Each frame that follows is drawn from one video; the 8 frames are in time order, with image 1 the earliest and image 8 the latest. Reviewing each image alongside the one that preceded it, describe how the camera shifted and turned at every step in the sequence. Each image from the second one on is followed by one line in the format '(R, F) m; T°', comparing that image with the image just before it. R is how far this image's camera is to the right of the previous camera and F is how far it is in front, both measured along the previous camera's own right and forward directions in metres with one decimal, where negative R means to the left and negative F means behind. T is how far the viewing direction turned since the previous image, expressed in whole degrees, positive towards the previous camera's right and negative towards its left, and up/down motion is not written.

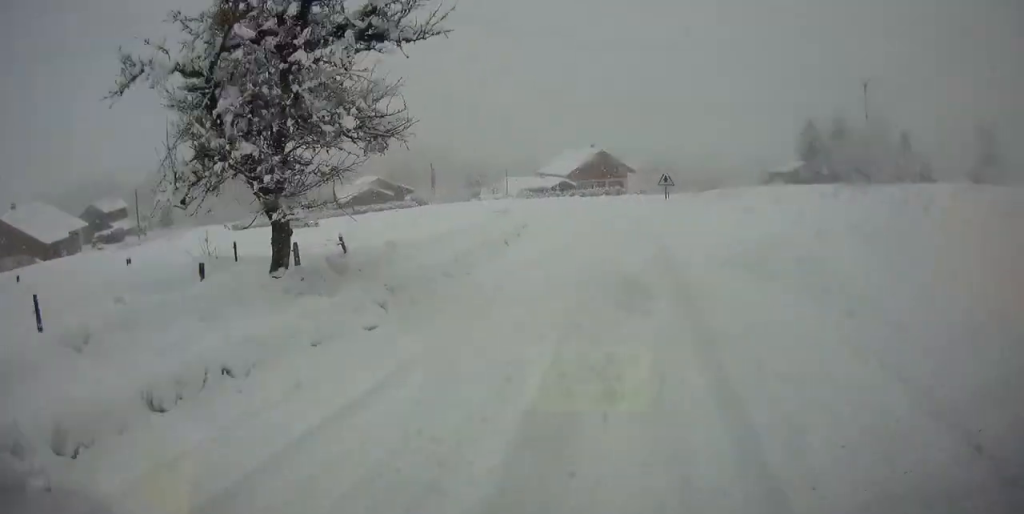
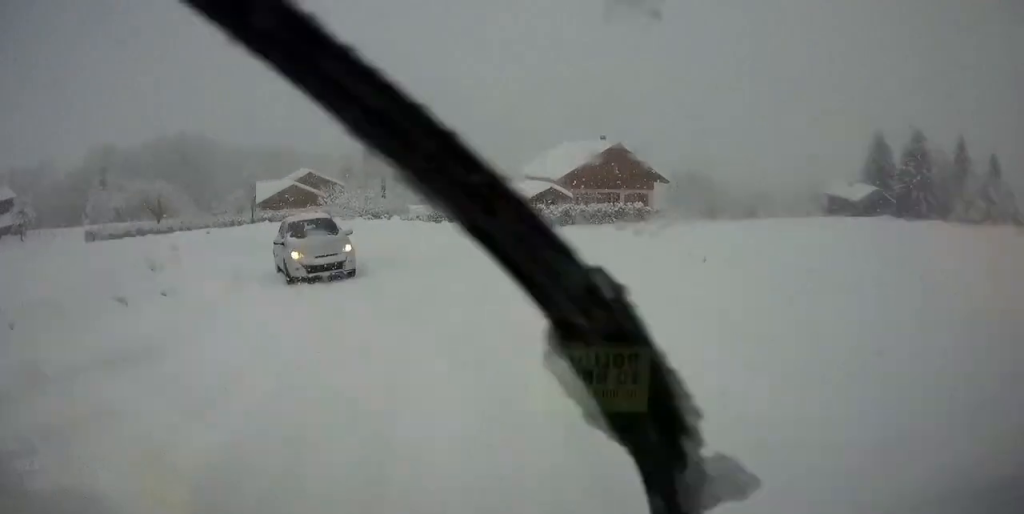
(-2.3, +31.6) m; -27°
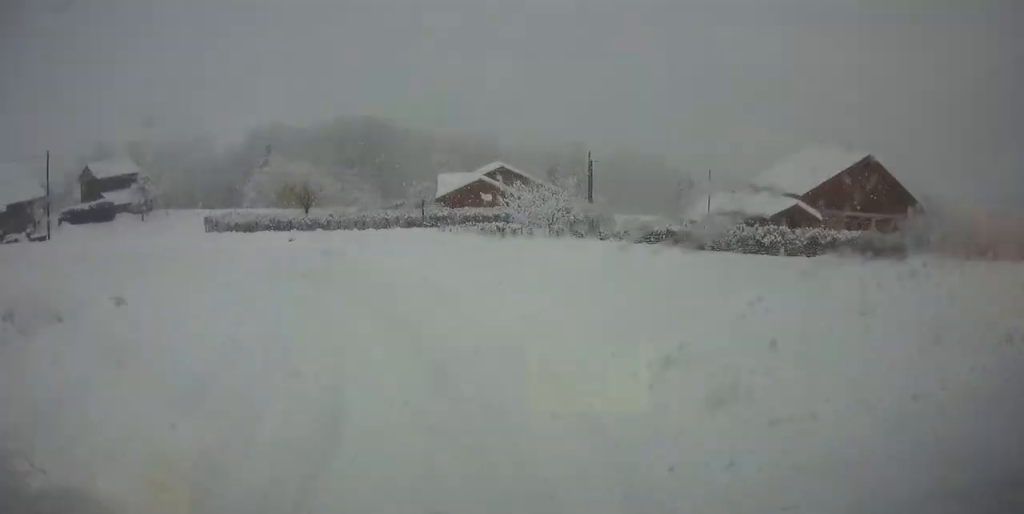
(-4.2, +13.2) m; -19°
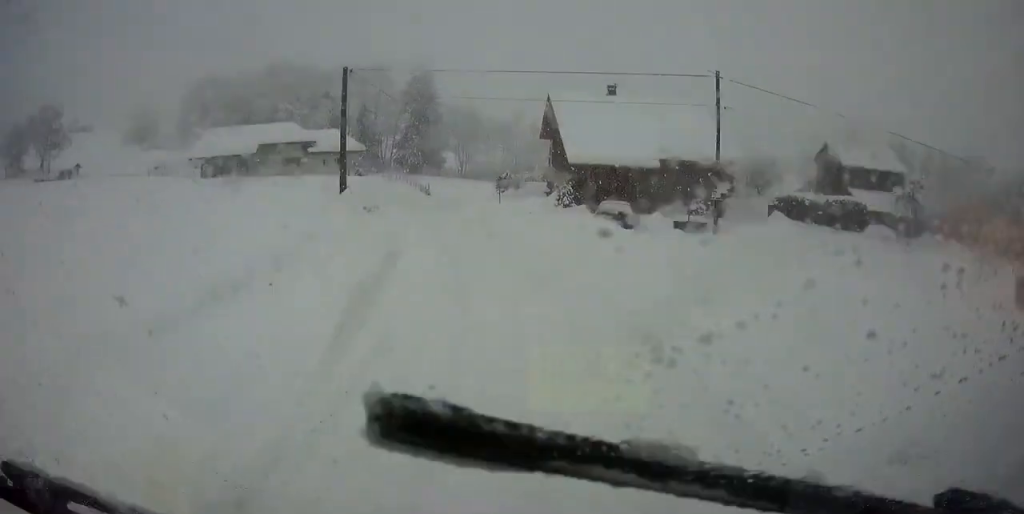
(-10.0, +26.9) m; -30°
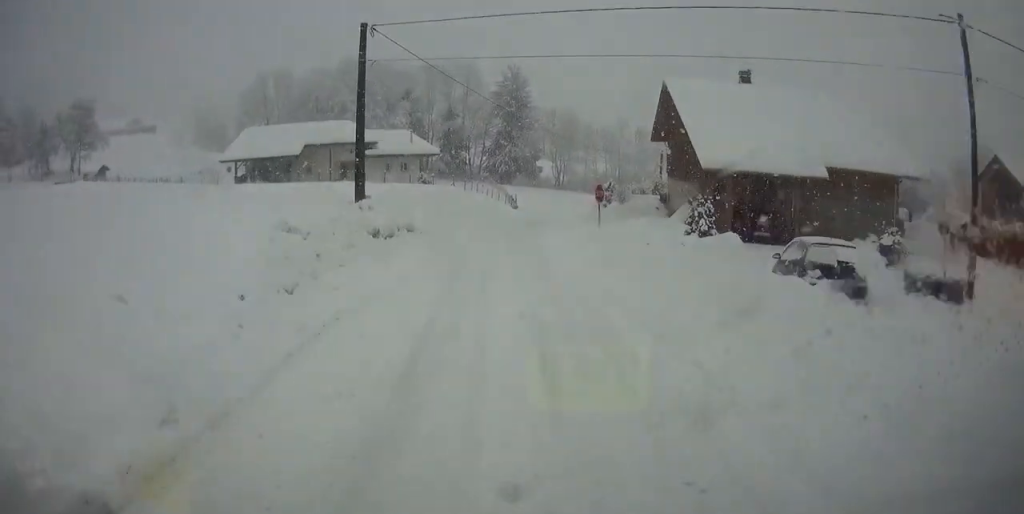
(-3.3, +14.2) m; -6°
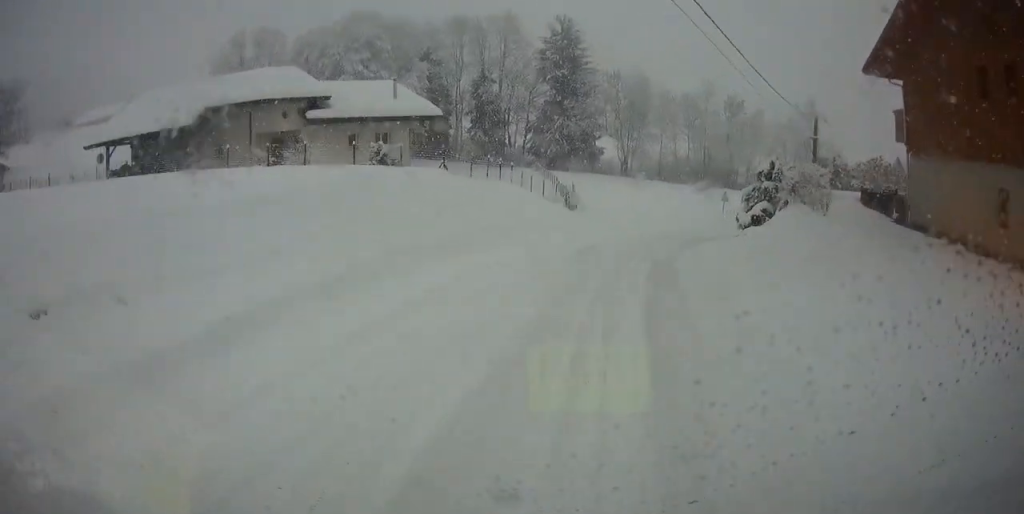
(-0.1, +27.6) m; +9°
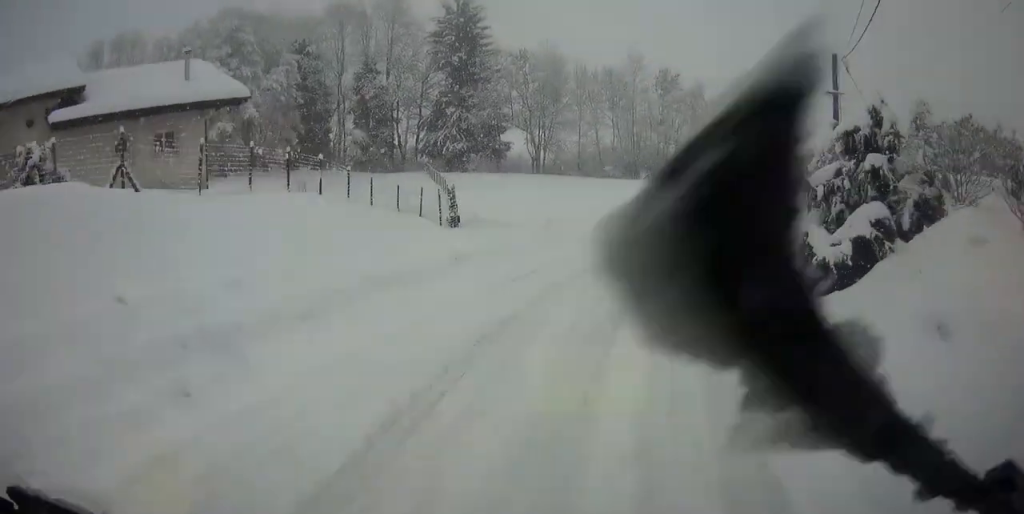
(-0.7, +16.8) m; +9°
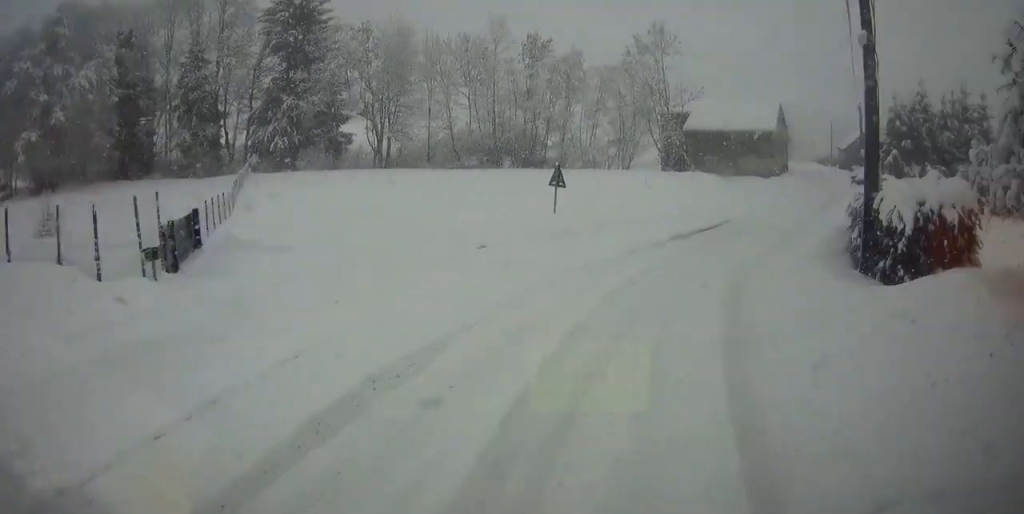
(+3.6, +16.3) m; +7°
